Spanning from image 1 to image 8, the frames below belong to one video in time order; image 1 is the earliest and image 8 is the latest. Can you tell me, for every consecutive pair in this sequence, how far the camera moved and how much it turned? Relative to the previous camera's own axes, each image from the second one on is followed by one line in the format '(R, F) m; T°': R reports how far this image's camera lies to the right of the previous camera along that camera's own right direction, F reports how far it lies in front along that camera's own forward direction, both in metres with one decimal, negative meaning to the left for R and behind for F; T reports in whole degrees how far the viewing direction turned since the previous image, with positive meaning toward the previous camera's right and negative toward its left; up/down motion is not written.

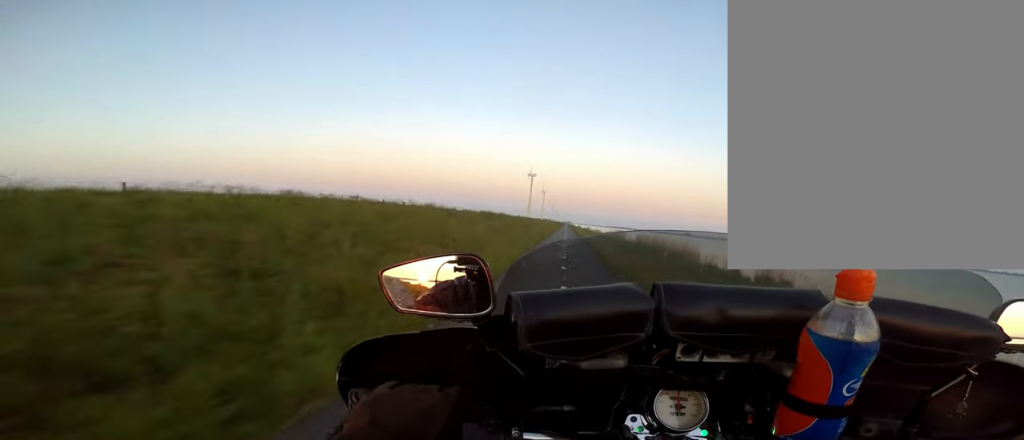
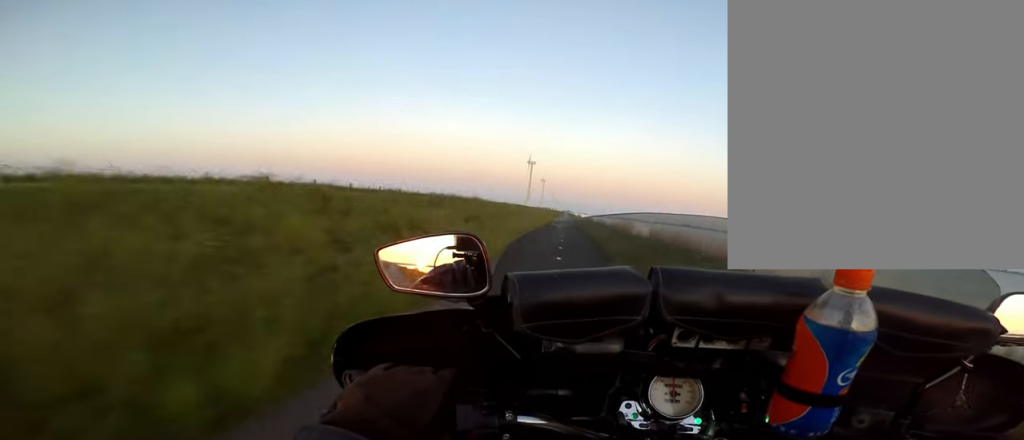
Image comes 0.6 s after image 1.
(+0.6, +9.6) m; 0°
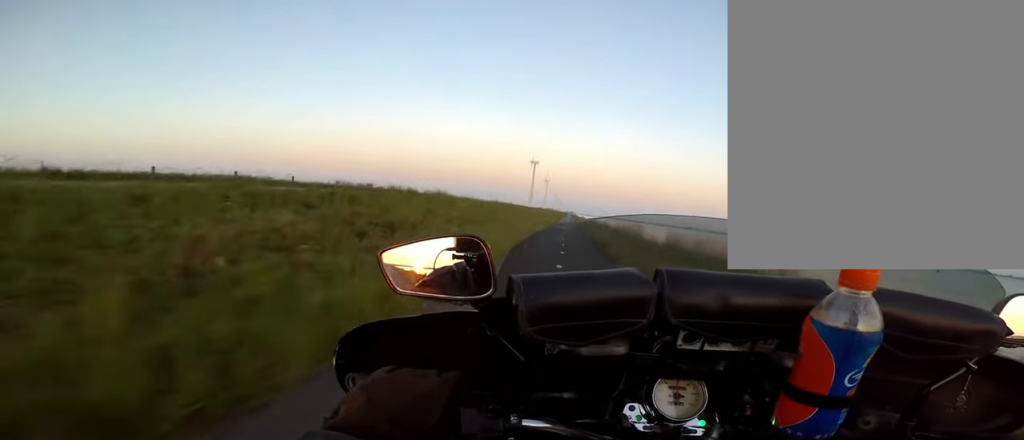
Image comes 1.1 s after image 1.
(-0.5, +7.0) m; 0°
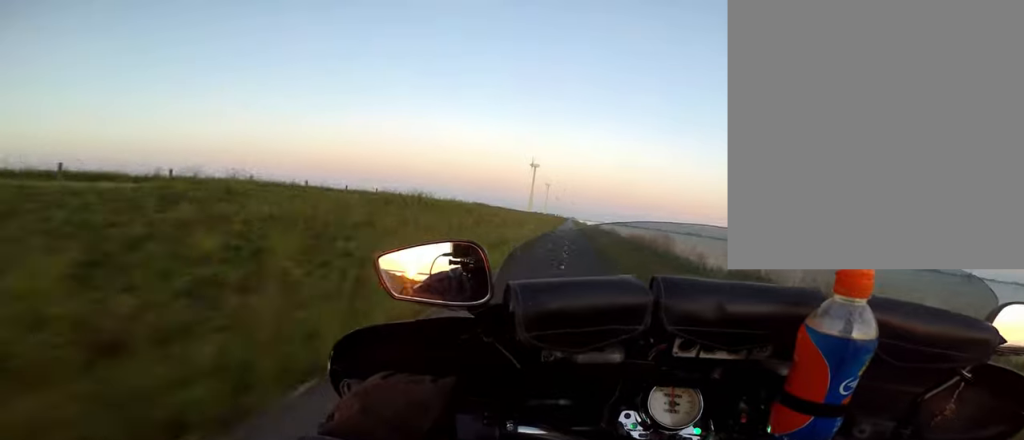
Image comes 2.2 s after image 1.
(+0.1, +17.1) m; +1°
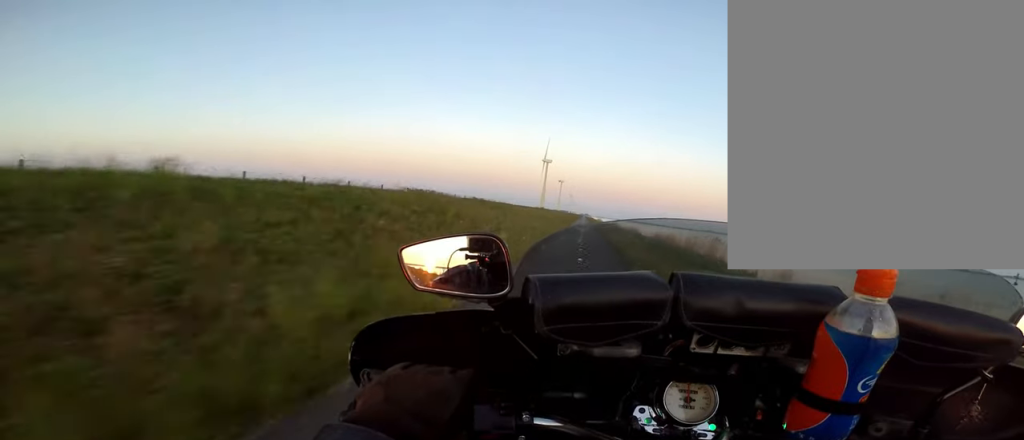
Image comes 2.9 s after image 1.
(+0.2, +10.7) m; 0°
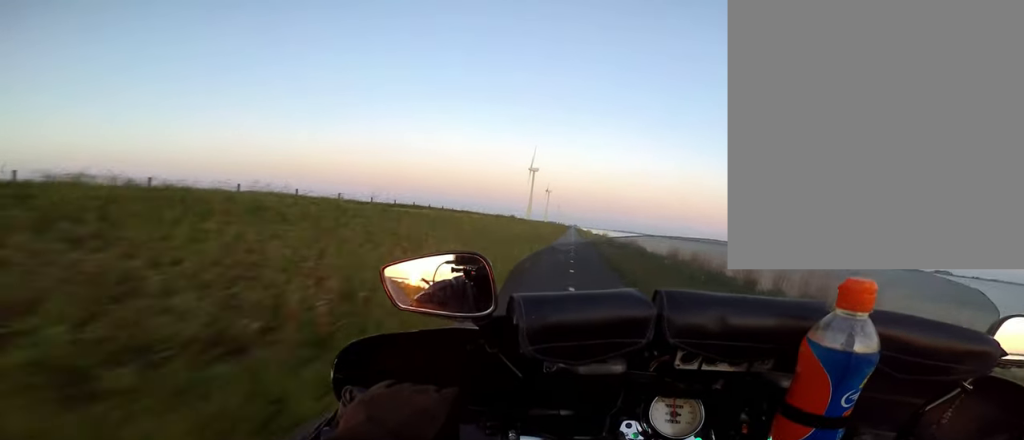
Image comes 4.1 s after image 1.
(-0.7, +17.4) m; -2°
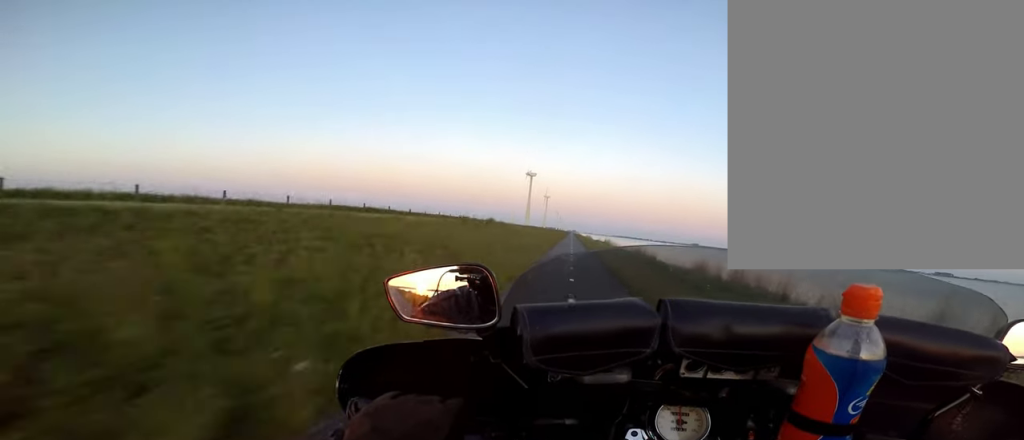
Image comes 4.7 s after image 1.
(-0.3, +9.4) m; +1°
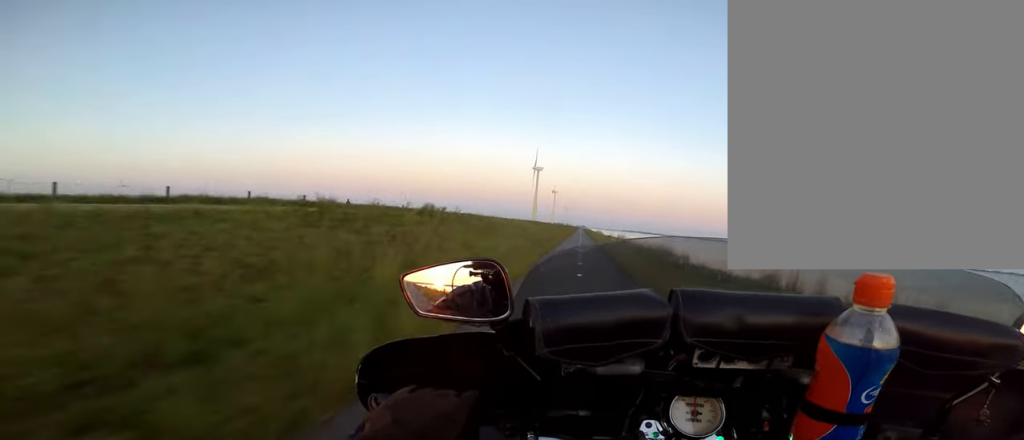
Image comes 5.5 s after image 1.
(+0.8, +12.2) m; 0°
